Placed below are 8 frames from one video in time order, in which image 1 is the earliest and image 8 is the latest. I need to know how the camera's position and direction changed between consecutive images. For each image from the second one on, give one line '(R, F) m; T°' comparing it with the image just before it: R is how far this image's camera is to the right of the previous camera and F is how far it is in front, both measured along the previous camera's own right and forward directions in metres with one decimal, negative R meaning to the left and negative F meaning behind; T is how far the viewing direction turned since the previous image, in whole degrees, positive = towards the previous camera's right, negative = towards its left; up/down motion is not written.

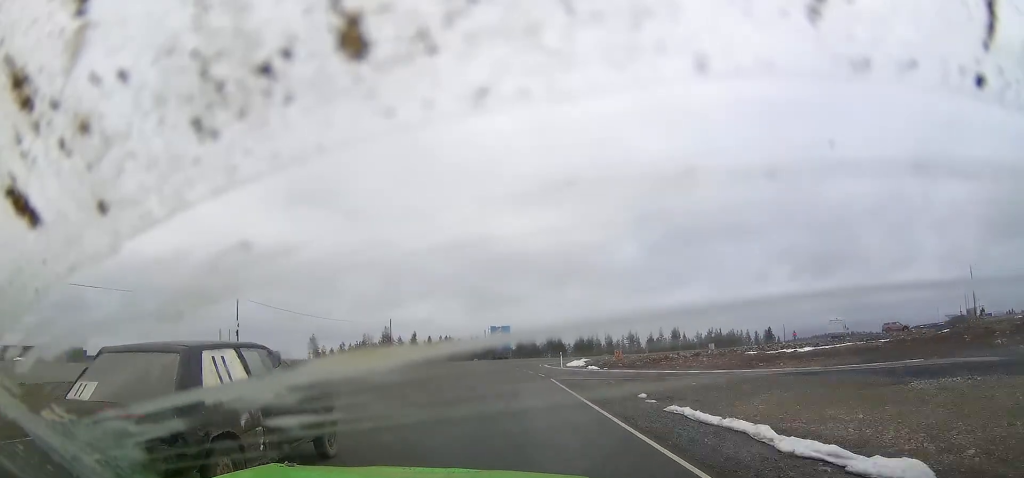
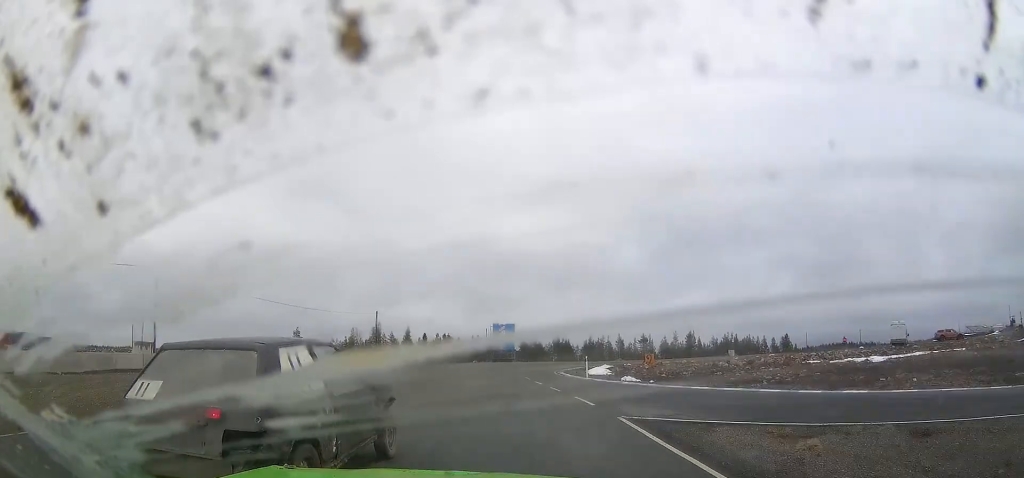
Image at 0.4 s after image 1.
(+0.3, +12.1) m; -1°
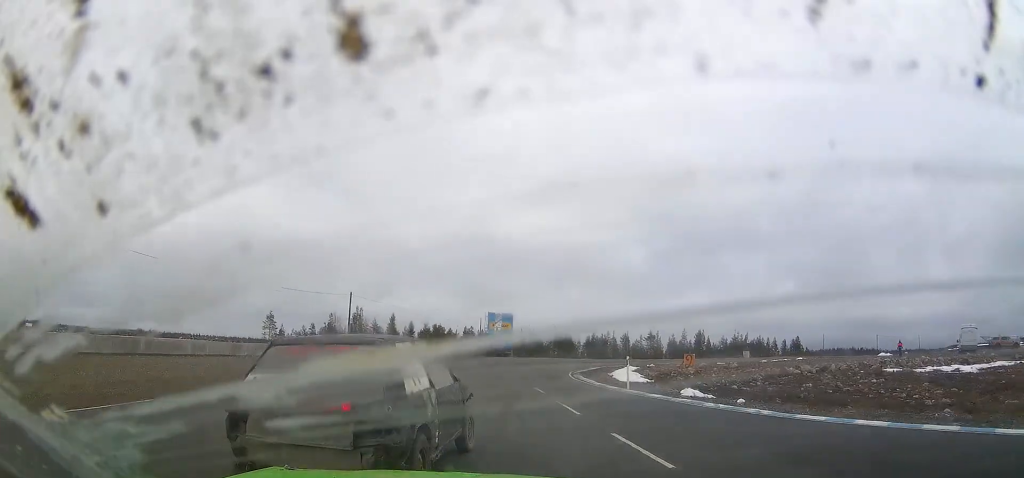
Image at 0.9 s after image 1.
(-0.5, +12.4) m; 0°
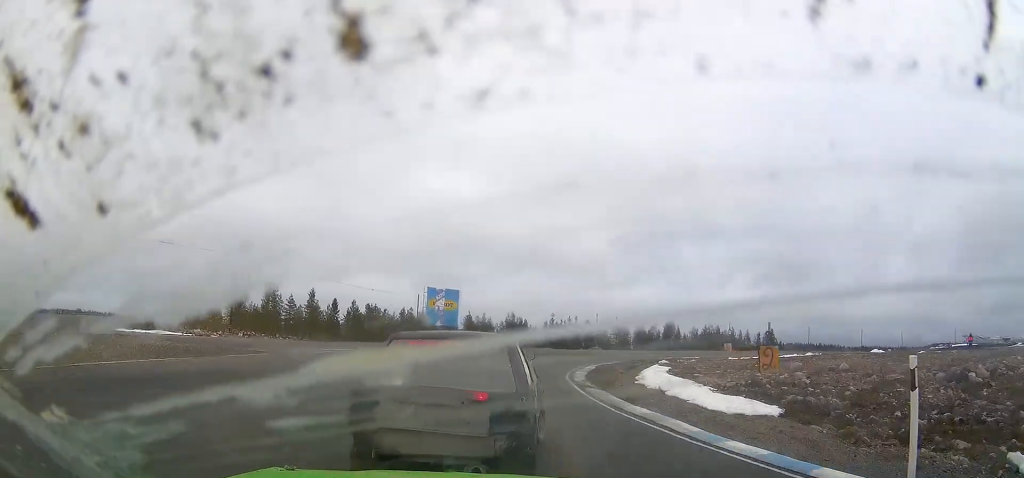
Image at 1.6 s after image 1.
(-0.6, +19.8) m; +2°
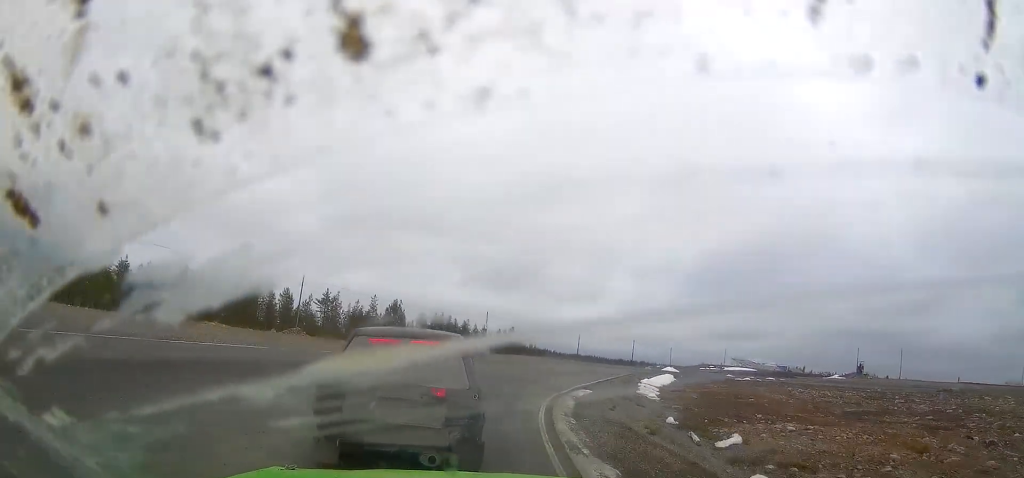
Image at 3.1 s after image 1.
(+5.3, +38.9) m; +18°
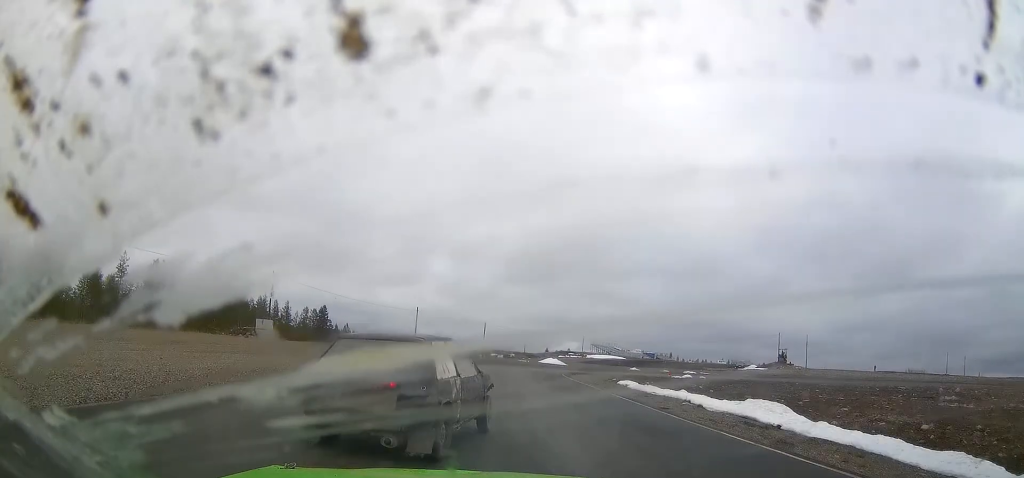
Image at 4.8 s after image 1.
(+8.4, +35.4) m; +26°
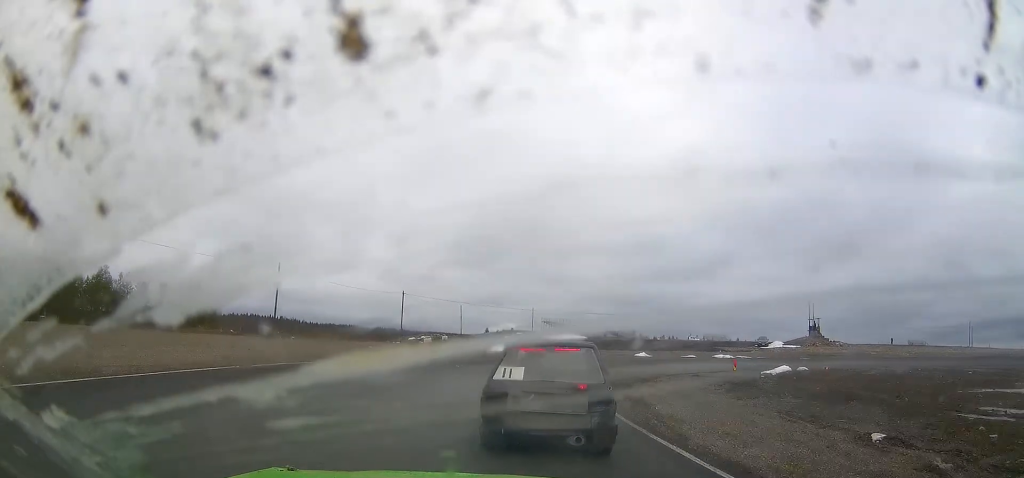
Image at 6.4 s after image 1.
(+5.2, +32.7) m; +15°
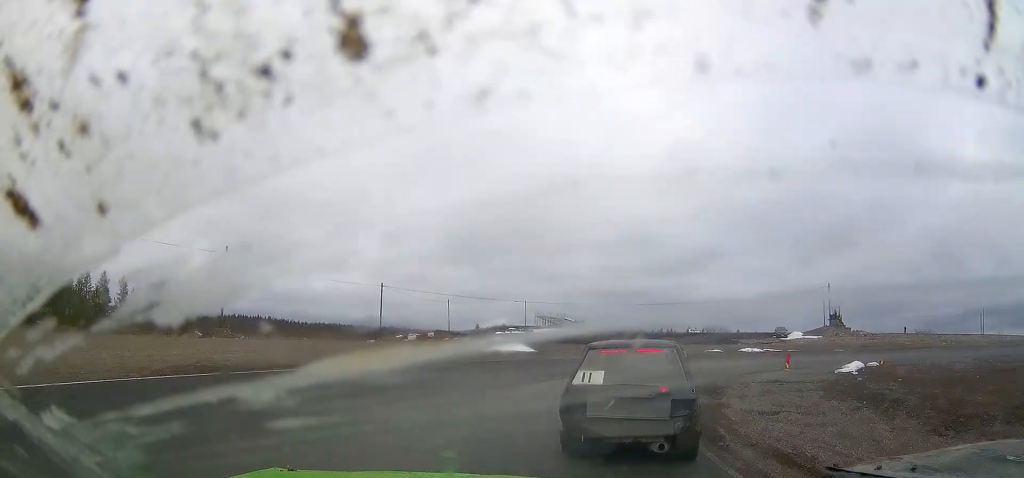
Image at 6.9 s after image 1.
(+0.5, +8.8) m; +3°
